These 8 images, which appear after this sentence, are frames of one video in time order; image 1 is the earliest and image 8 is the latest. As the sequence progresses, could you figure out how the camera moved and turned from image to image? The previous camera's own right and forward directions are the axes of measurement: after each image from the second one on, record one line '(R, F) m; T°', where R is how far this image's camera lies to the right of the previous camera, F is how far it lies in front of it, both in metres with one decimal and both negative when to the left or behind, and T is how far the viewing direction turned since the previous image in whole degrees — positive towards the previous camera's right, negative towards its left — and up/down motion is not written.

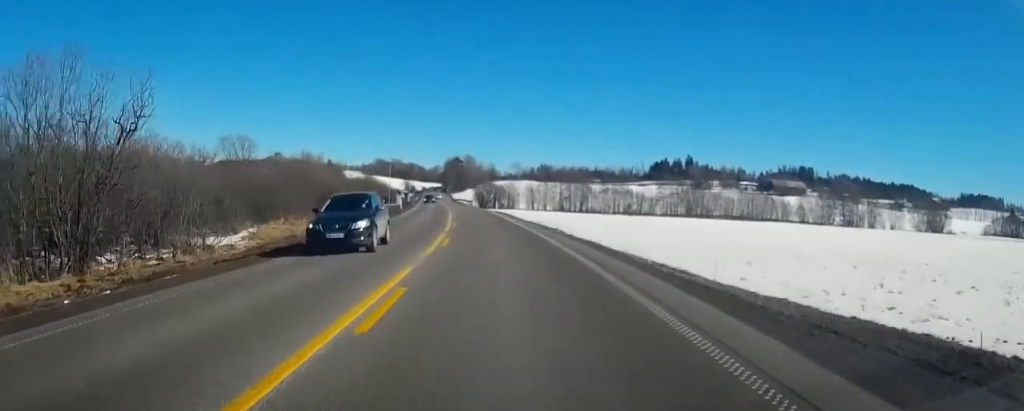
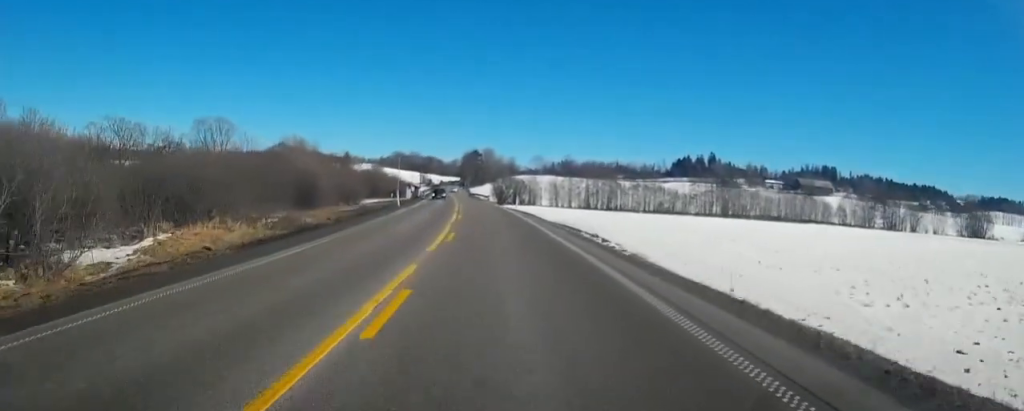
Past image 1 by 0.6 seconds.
(-0.3, +12.1) m; -2°
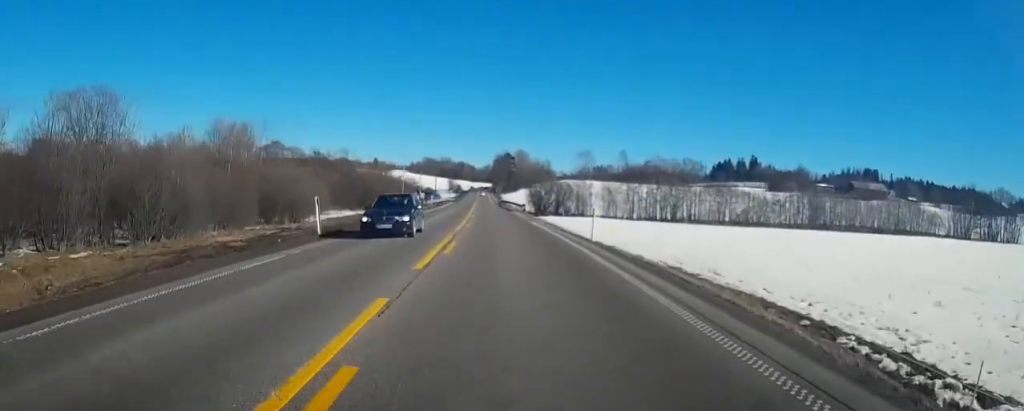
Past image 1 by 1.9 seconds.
(-0.9, +28.4) m; -3°
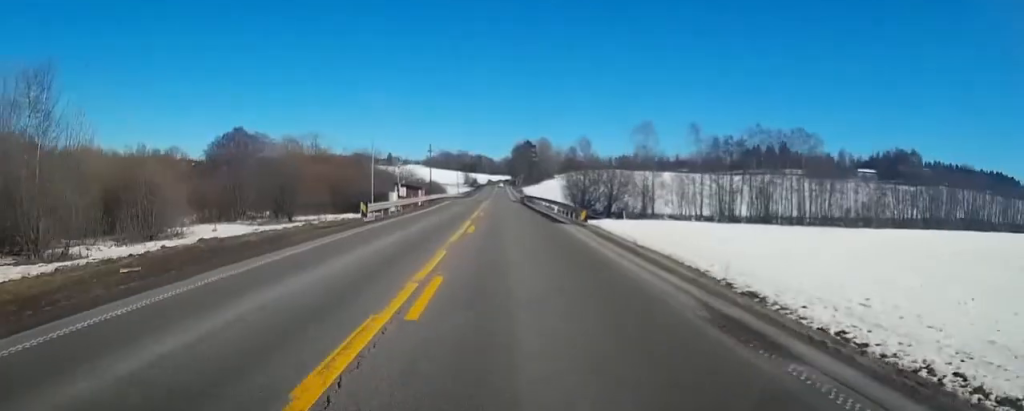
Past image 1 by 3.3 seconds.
(-0.6, +31.1) m; -3°
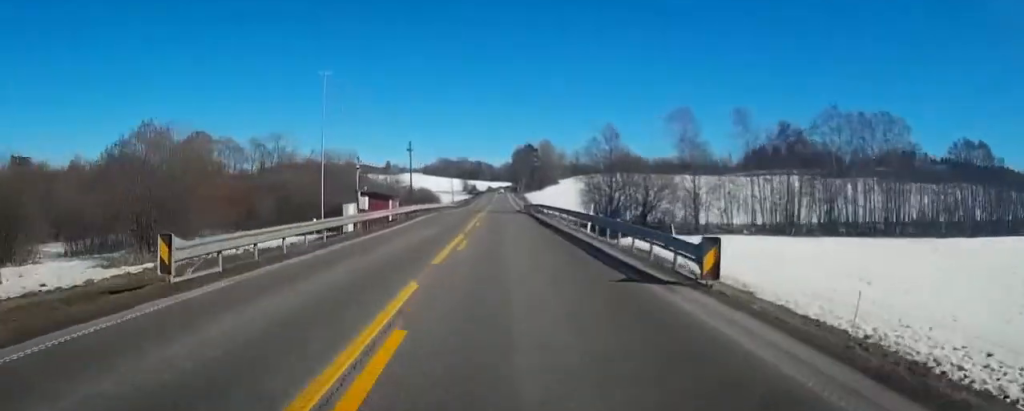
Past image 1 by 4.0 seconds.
(-0.3, +15.7) m; 0°
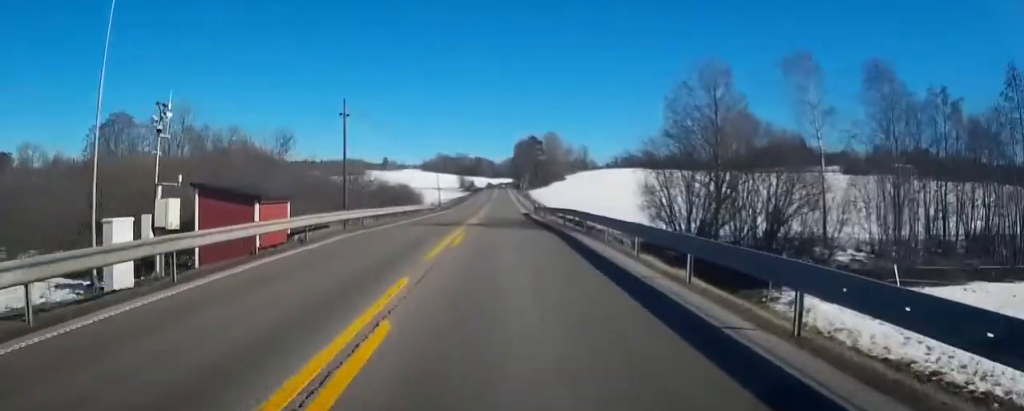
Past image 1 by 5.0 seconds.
(+0.2, +24.0) m; +1°
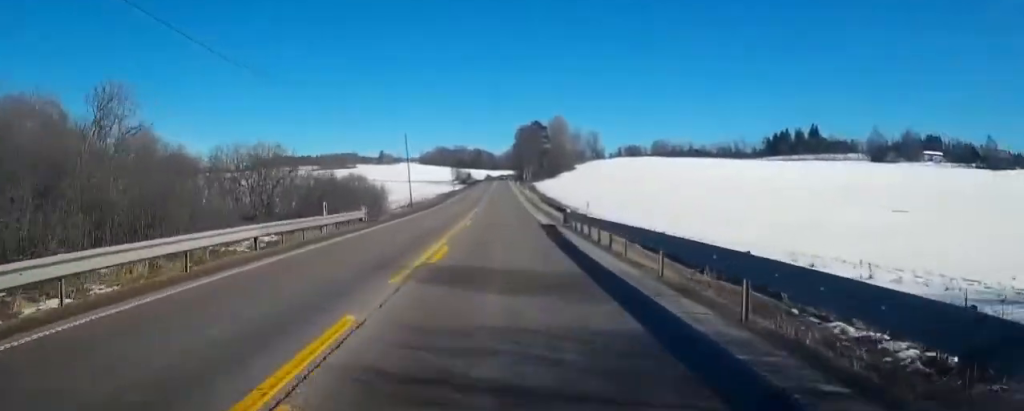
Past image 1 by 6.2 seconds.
(+0.1, +27.2) m; 0°
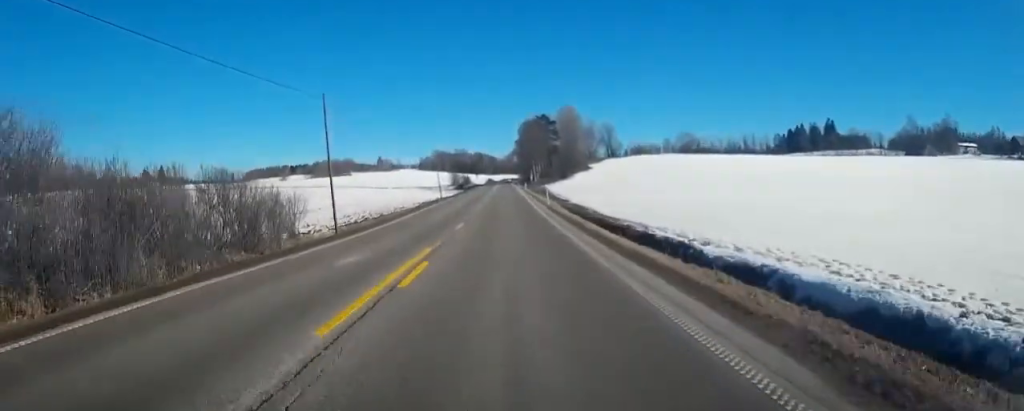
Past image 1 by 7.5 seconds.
(-0.2, +28.3) m; -1°
